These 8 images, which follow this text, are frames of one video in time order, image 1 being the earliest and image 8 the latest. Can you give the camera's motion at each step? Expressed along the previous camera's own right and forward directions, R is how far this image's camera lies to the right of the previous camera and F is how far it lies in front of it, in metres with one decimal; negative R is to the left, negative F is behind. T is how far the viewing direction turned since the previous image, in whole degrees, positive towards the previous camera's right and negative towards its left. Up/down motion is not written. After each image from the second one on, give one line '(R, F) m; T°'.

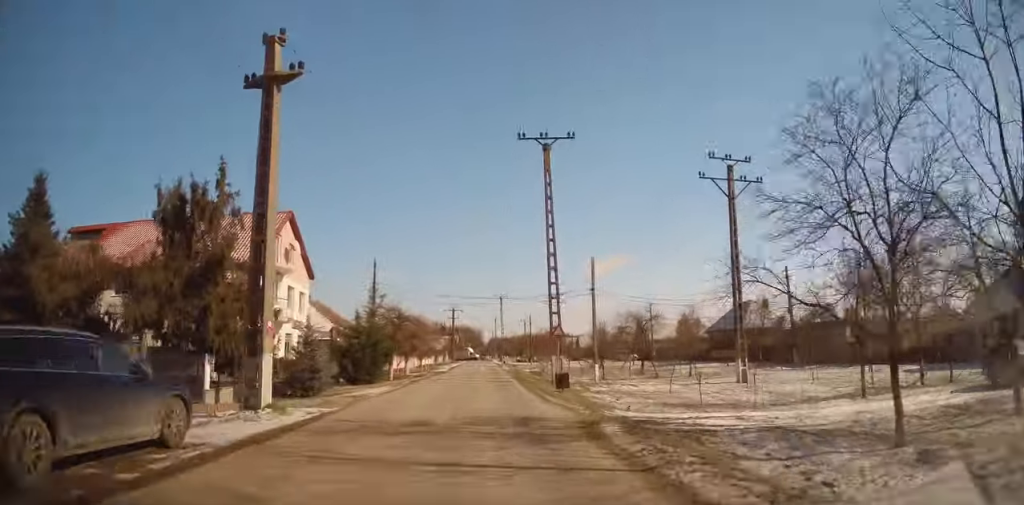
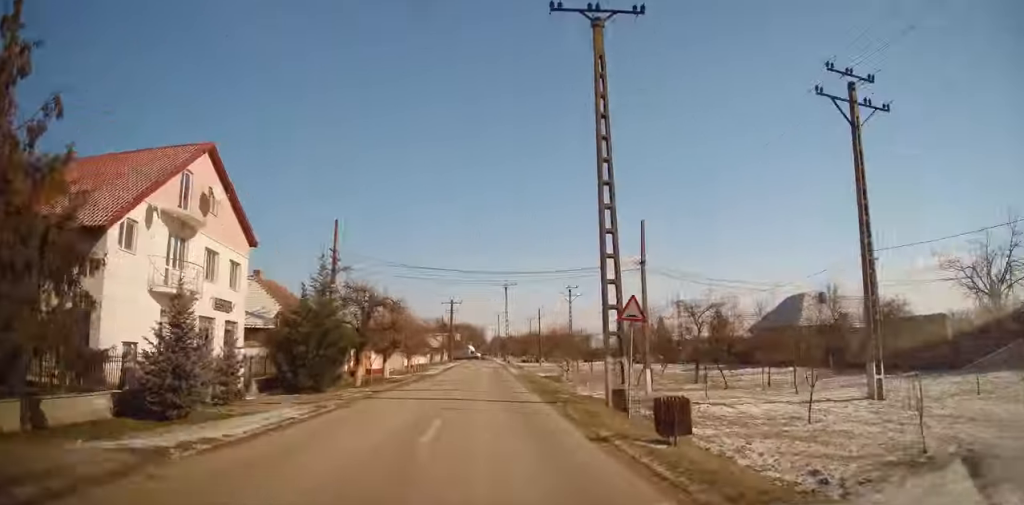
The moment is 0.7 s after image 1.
(+0.3, +11.7) m; 0°
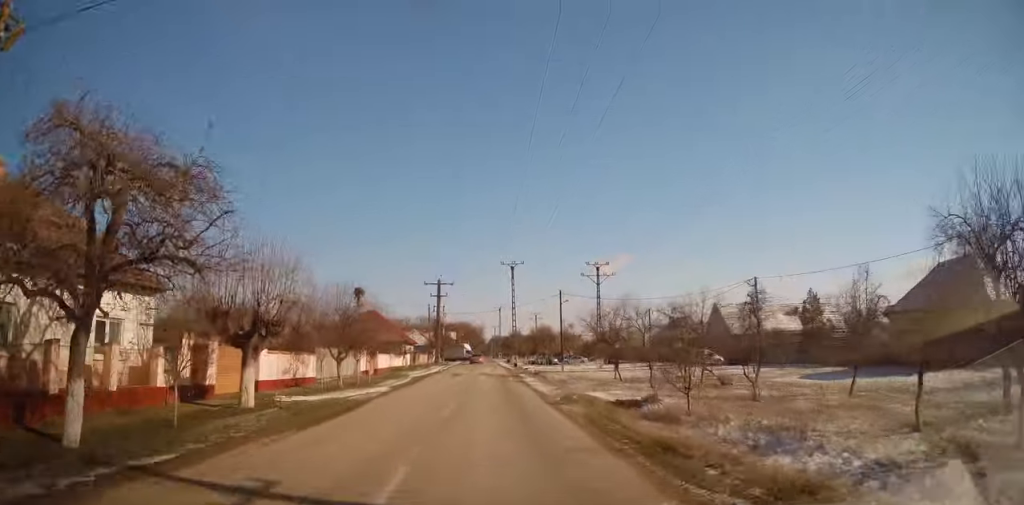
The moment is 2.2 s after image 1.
(-0.1, +24.0) m; +1°
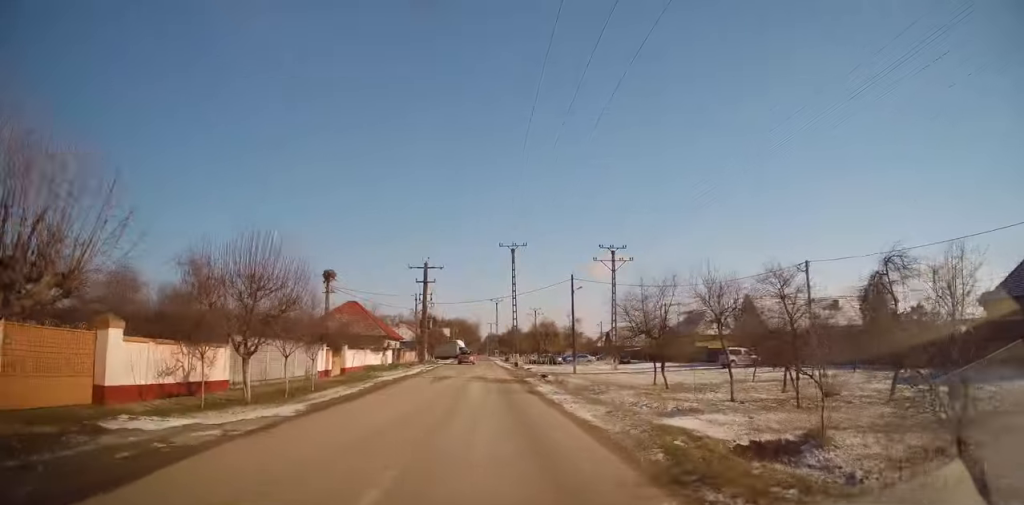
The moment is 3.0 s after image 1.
(+0.3, +10.3) m; 0°
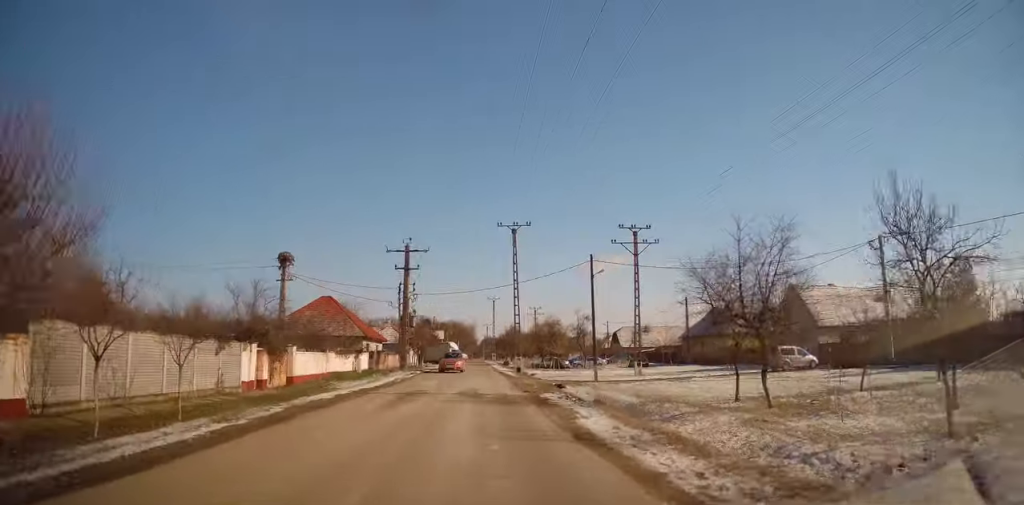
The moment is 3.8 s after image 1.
(-0.4, +9.7) m; -2°
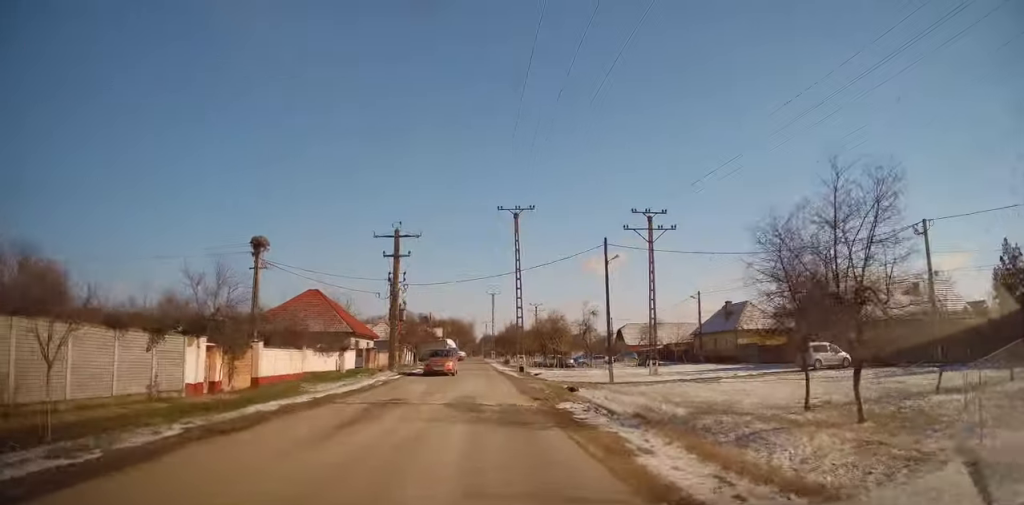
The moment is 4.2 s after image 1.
(0.0, +4.1) m; +1°
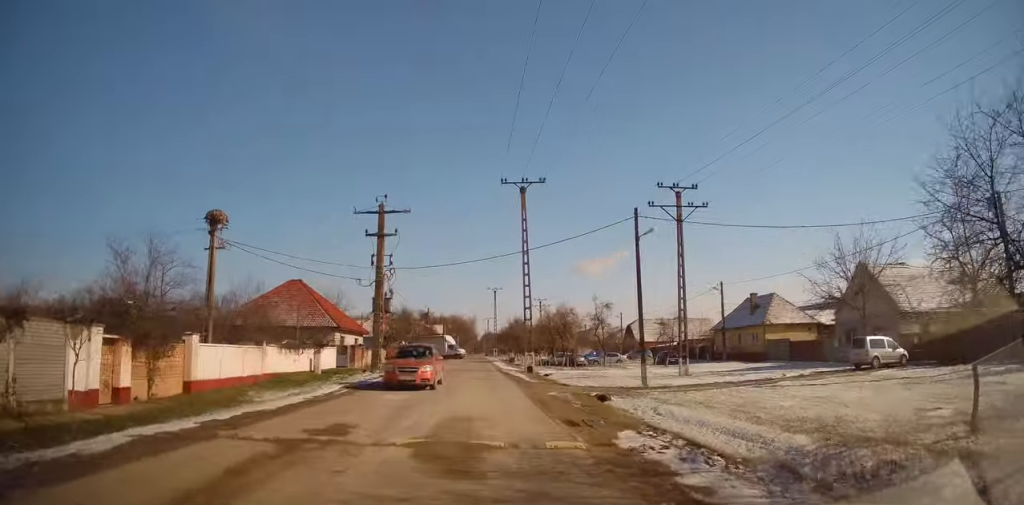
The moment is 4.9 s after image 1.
(-0.1, +6.2) m; +2°
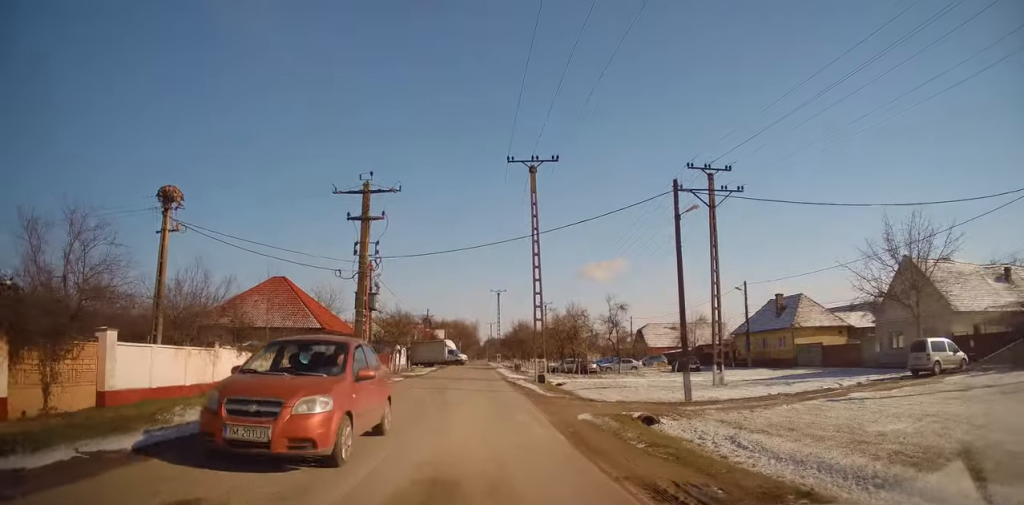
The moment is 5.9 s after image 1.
(+0.5, +6.2) m; +2°
